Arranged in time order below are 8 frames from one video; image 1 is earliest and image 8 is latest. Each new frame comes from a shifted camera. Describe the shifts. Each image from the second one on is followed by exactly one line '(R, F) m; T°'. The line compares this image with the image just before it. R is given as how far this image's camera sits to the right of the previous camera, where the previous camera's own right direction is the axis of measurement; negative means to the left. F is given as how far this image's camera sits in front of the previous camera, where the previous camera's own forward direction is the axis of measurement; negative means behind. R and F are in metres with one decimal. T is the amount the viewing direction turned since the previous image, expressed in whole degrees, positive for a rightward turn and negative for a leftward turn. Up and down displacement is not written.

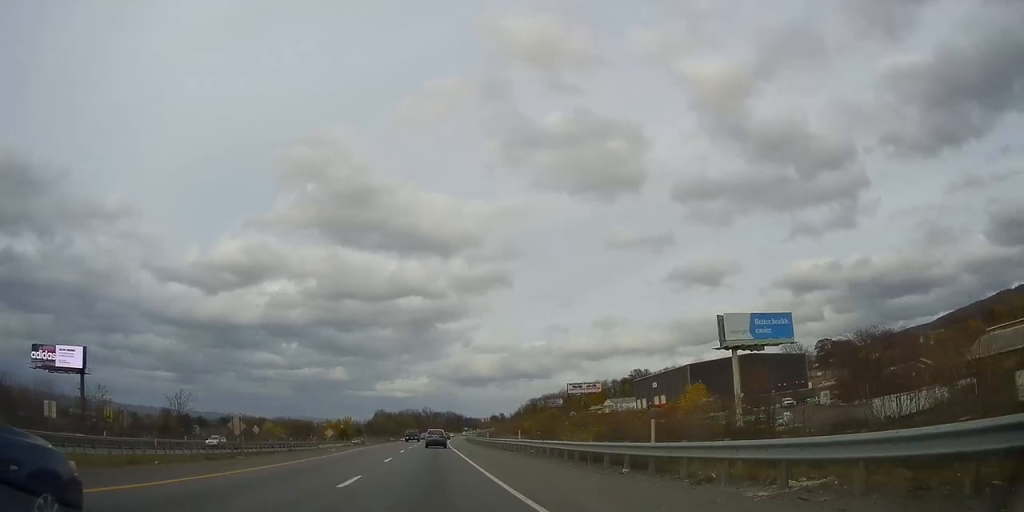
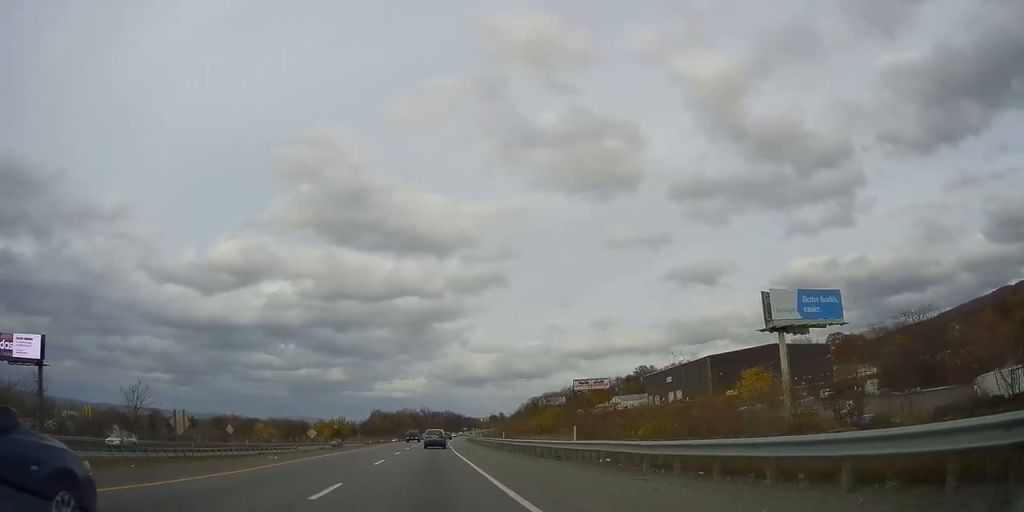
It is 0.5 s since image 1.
(0.0, +14.8) m; 0°
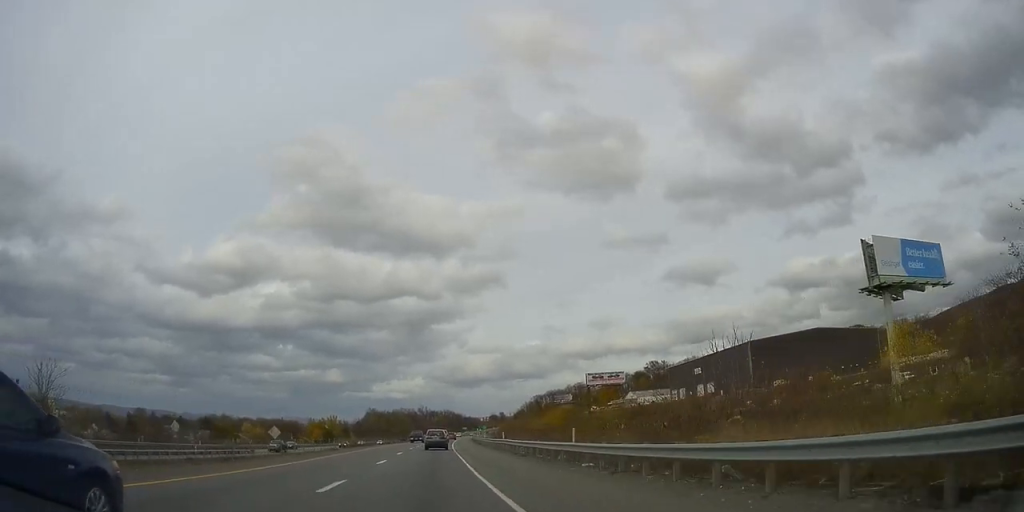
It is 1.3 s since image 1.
(0.0, +22.7) m; 0°
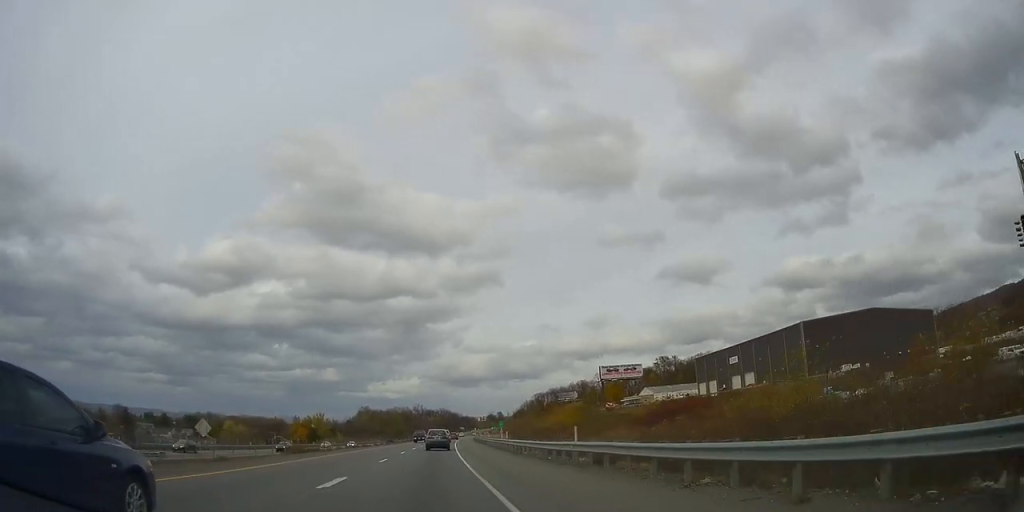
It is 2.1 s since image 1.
(0.0, +23.7) m; 0°
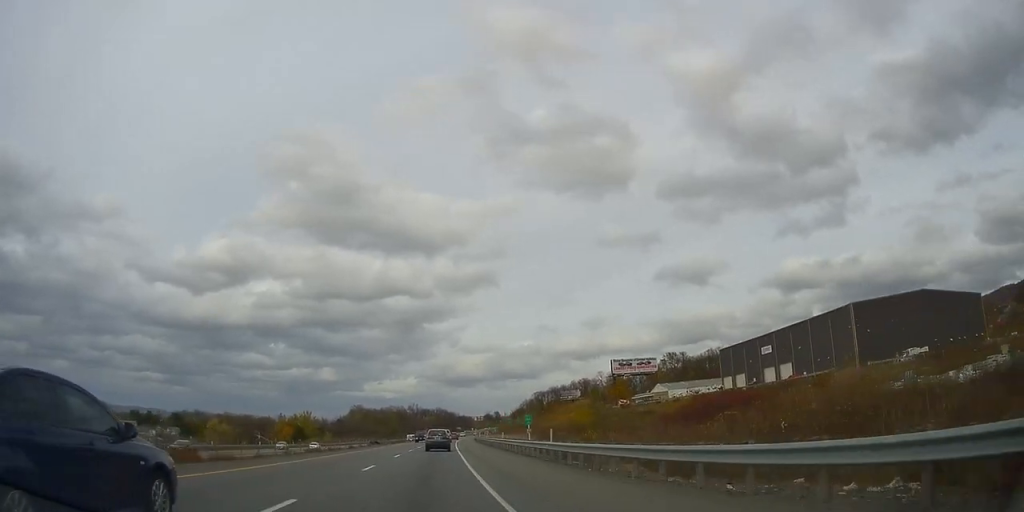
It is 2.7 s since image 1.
(0.0, +17.9) m; 0°
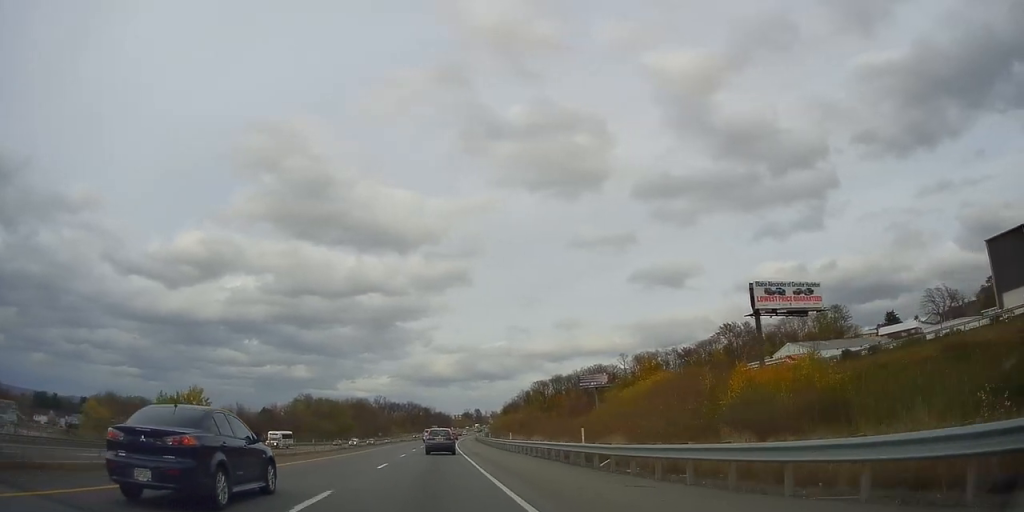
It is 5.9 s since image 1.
(+2.3, +95.5) m; +3°
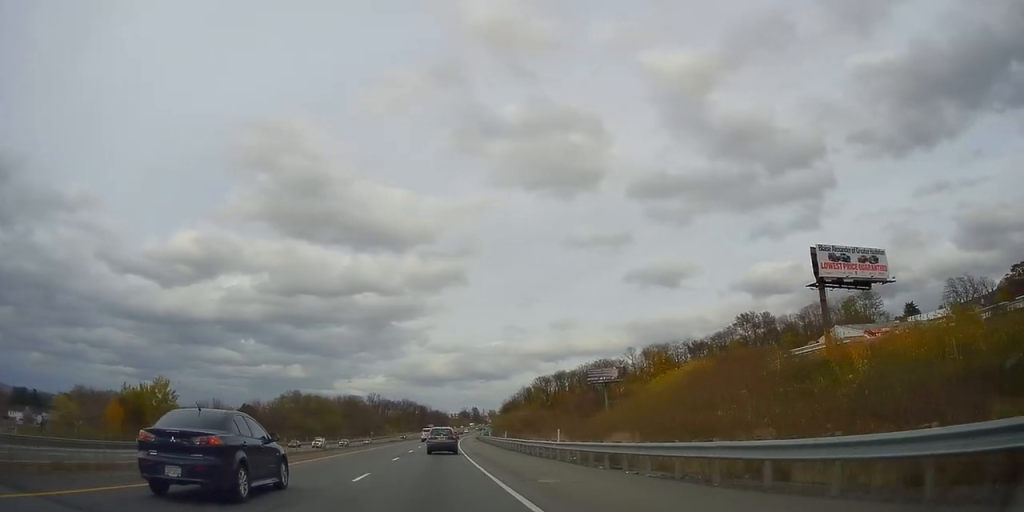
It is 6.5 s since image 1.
(0.0, +18.3) m; 0°
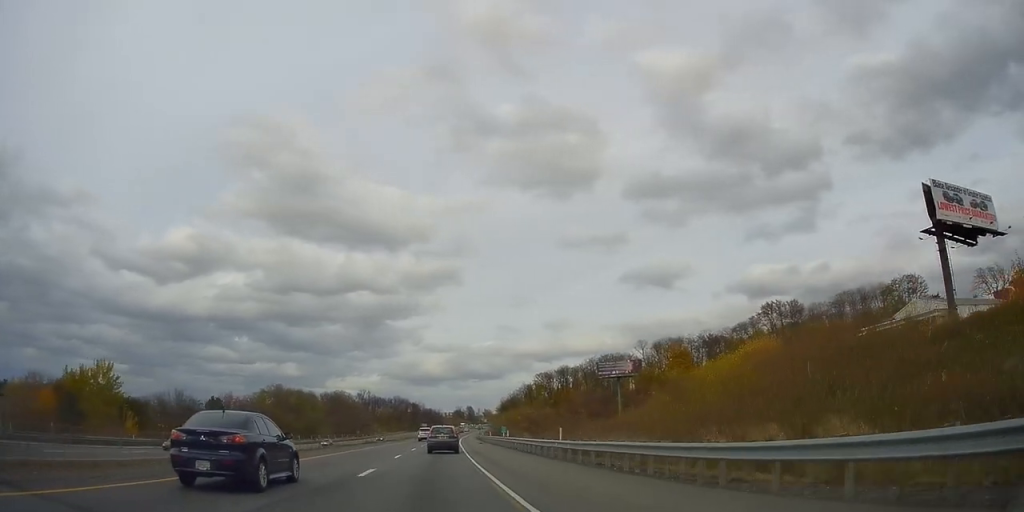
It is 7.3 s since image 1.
(-0.2, +23.2) m; 0°
